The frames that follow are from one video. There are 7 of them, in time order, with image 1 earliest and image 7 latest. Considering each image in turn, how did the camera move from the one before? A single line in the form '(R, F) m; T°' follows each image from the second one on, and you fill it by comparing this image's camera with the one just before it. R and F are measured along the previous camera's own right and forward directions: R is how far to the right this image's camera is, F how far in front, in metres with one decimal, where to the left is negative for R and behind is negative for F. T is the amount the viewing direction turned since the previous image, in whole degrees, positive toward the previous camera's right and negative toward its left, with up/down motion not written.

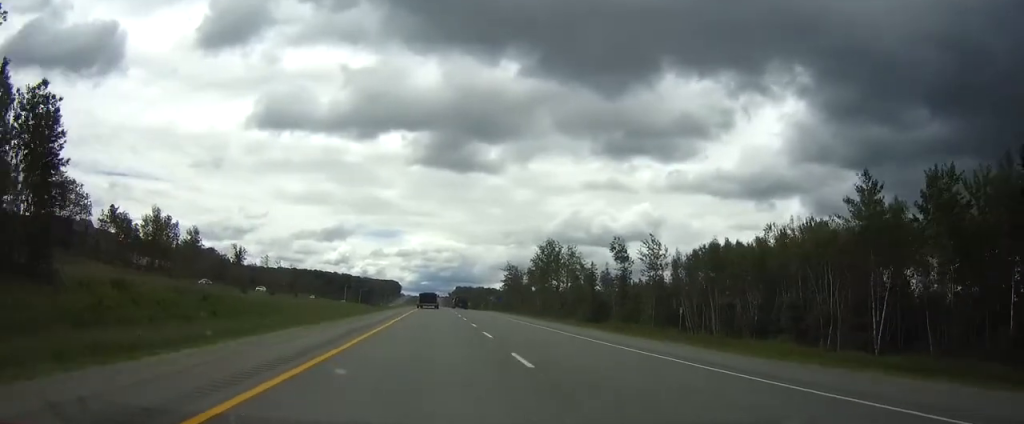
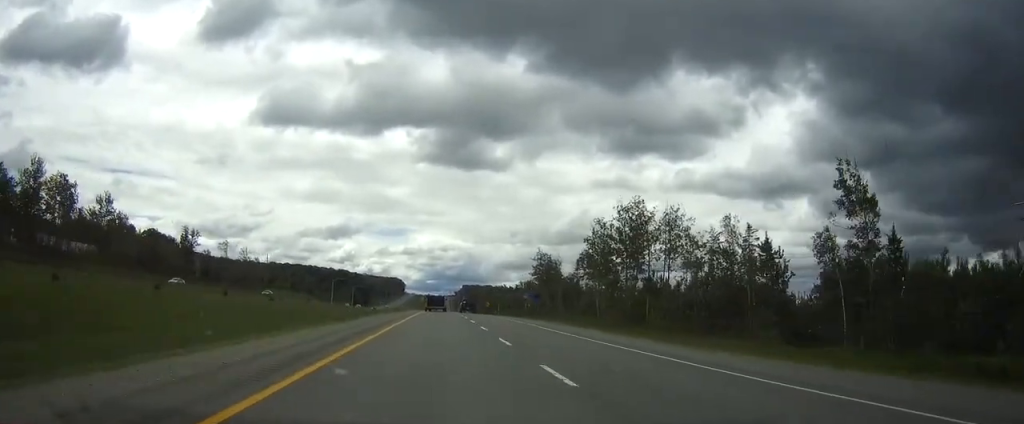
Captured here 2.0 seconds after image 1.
(-0.8, +65.9) m; -1°
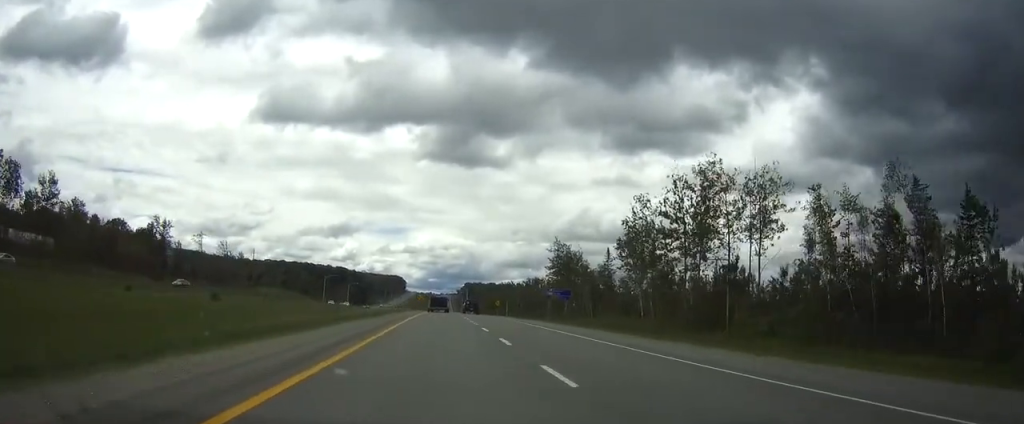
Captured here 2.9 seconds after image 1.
(+0.1, +27.0) m; 0°
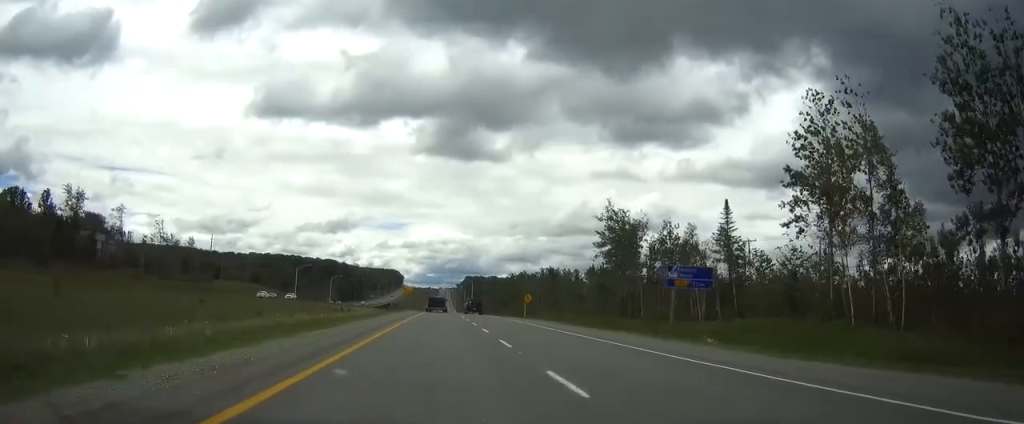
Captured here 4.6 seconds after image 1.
(0.0, +54.7) m; 0°
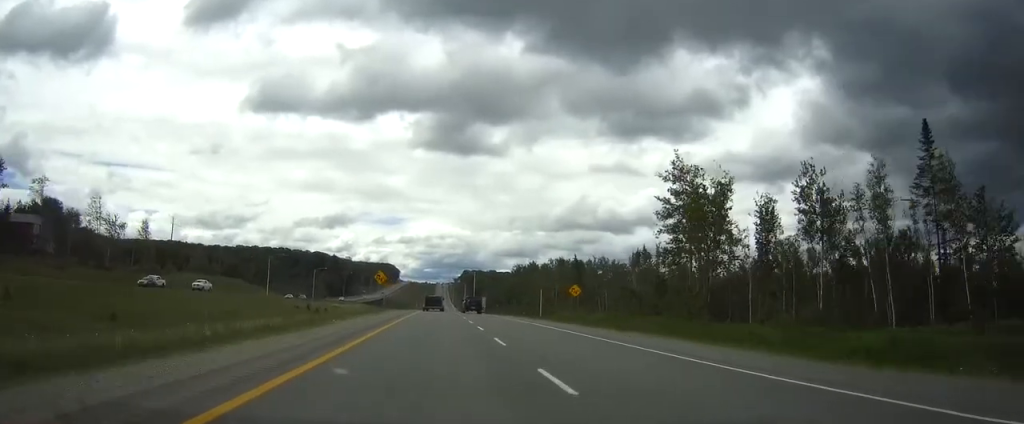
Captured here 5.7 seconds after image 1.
(+0.2, +35.2) m; 0°
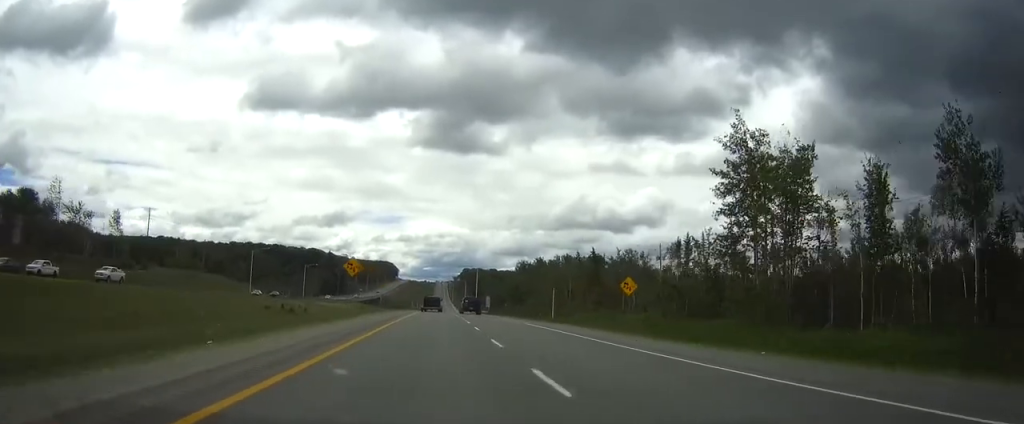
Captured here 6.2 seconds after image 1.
(0.0, +18.0) m; 0°
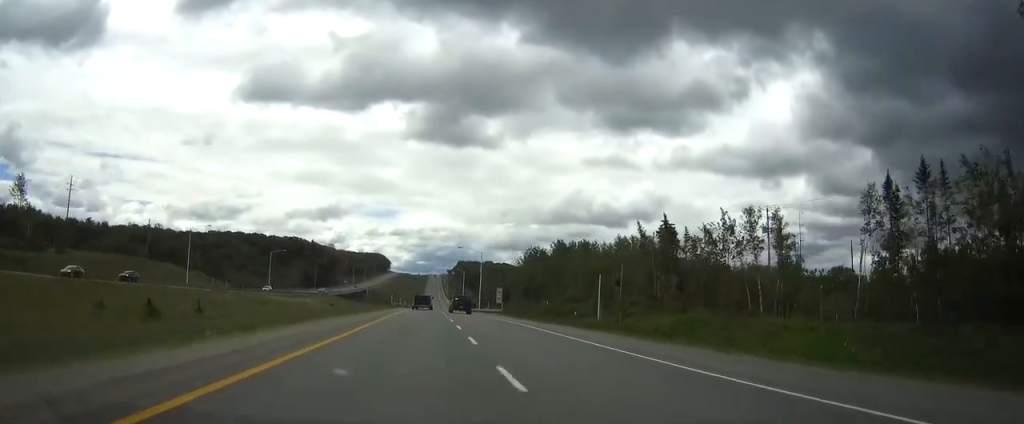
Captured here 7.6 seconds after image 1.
(0.0, +44.2) m; 0°
